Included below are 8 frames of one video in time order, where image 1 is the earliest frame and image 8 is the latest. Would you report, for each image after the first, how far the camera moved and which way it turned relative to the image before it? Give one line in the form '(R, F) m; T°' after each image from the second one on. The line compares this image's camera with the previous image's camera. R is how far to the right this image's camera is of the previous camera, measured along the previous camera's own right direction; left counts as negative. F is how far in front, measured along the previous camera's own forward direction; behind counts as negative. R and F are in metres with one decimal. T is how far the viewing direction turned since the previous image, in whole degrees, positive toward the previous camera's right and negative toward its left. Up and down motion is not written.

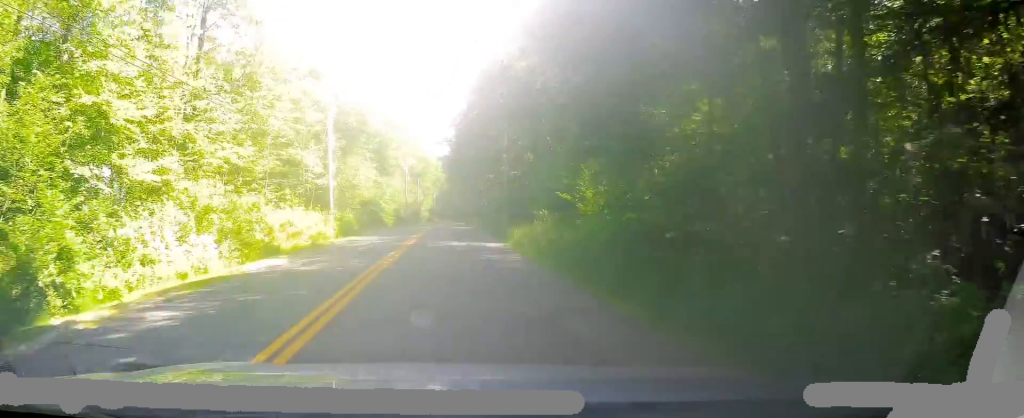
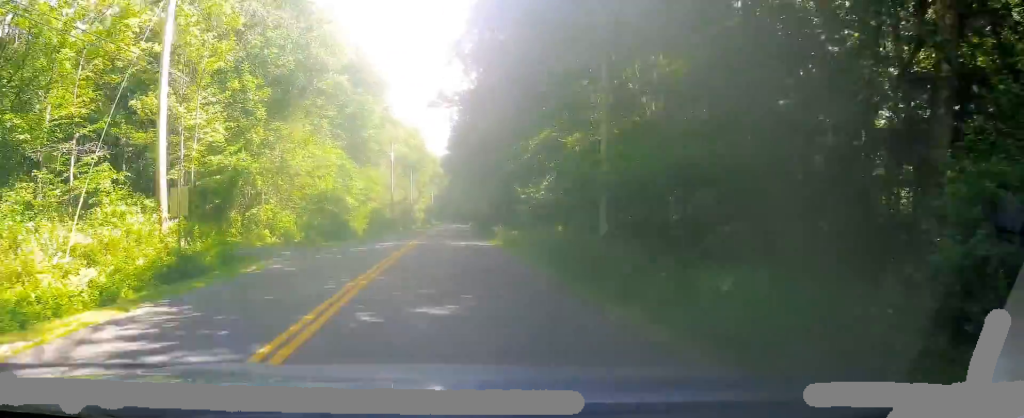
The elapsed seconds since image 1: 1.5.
(0.0, +22.0) m; +1°
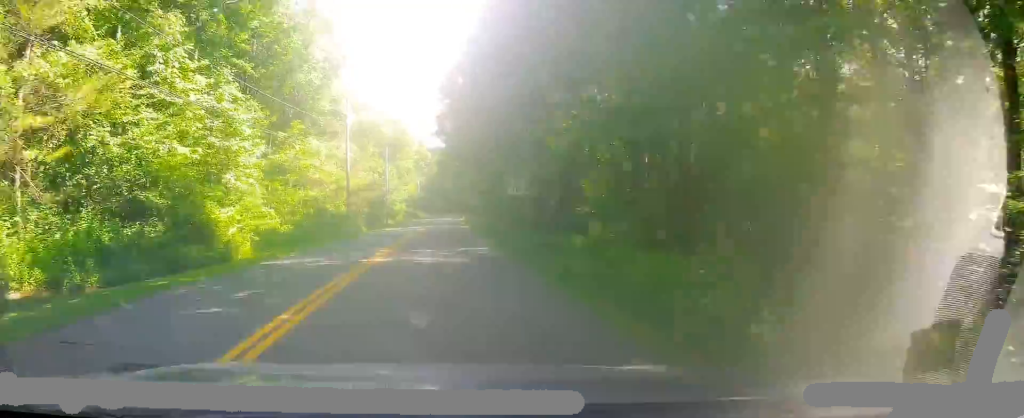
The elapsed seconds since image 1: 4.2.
(0.0, +36.9) m; +2°
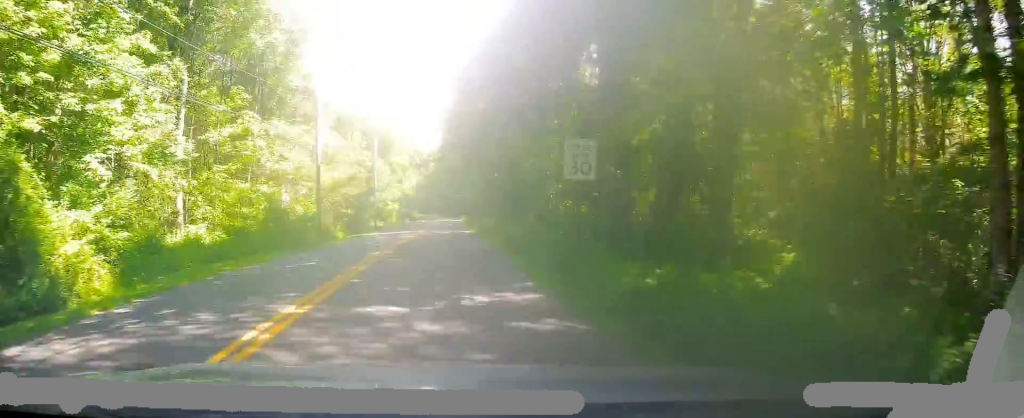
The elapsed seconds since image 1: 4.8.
(+0.1, +9.0) m; +1°
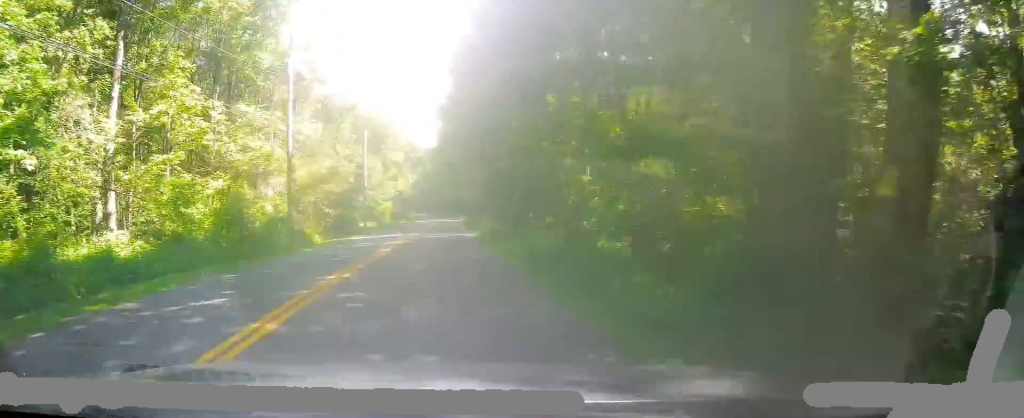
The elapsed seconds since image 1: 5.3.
(+0.1, +6.6) m; +1°
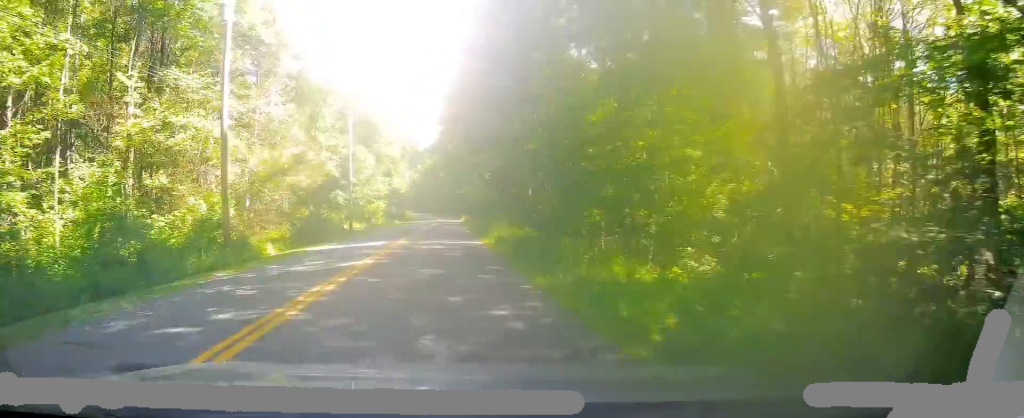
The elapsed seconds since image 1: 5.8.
(+0.1, +8.7) m; 0°
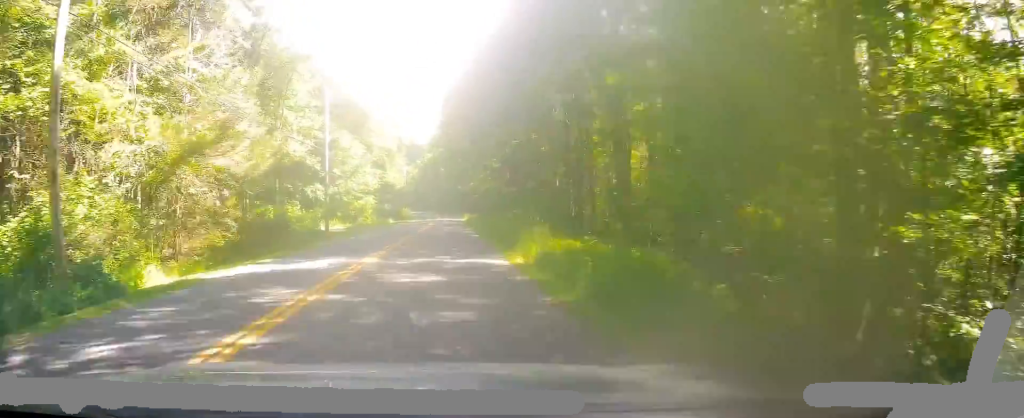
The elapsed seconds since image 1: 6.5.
(0.0, +10.4) m; 0°
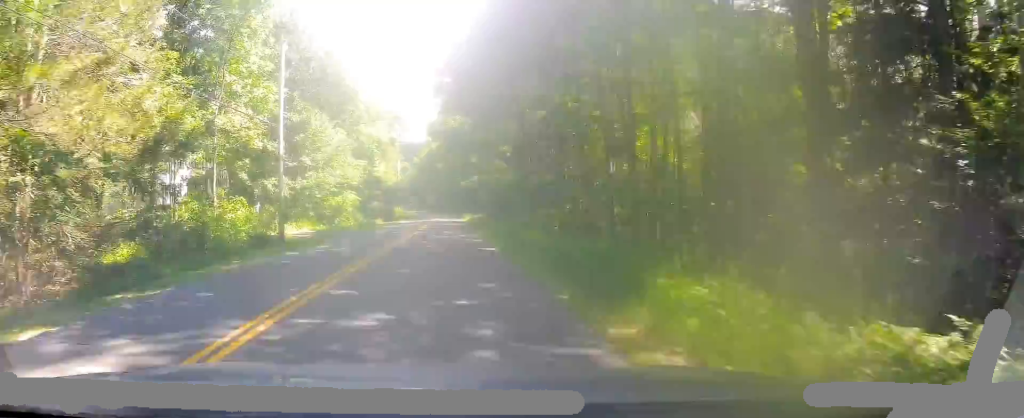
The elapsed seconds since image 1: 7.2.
(0.0, +11.6) m; 0°
